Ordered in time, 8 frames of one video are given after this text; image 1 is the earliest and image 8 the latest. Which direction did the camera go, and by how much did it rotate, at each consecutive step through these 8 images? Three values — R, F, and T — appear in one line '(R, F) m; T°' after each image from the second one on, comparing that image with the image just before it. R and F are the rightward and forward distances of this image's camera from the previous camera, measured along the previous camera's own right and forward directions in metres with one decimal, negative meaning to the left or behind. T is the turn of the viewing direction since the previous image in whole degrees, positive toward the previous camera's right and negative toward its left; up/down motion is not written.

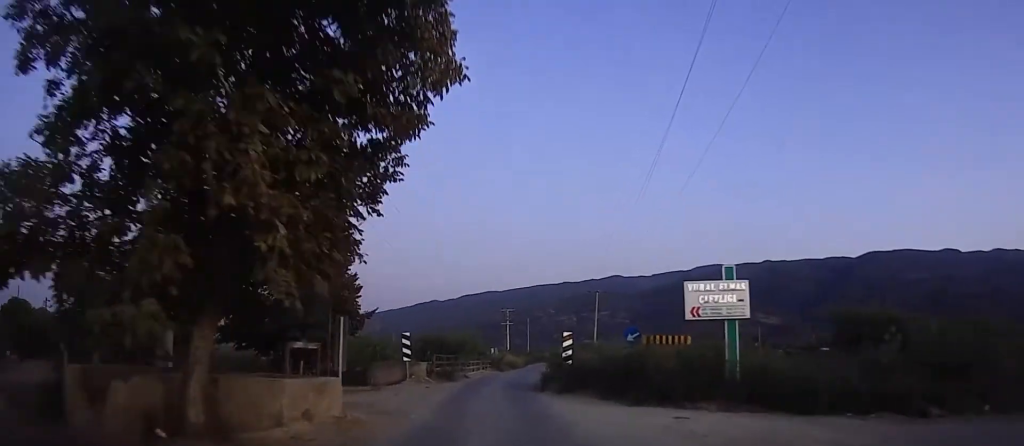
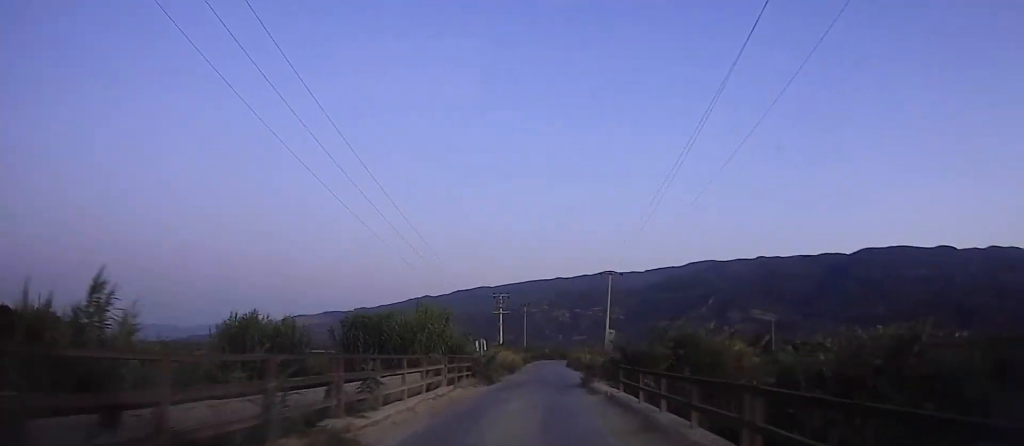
(-0.2, +19.9) m; -4°
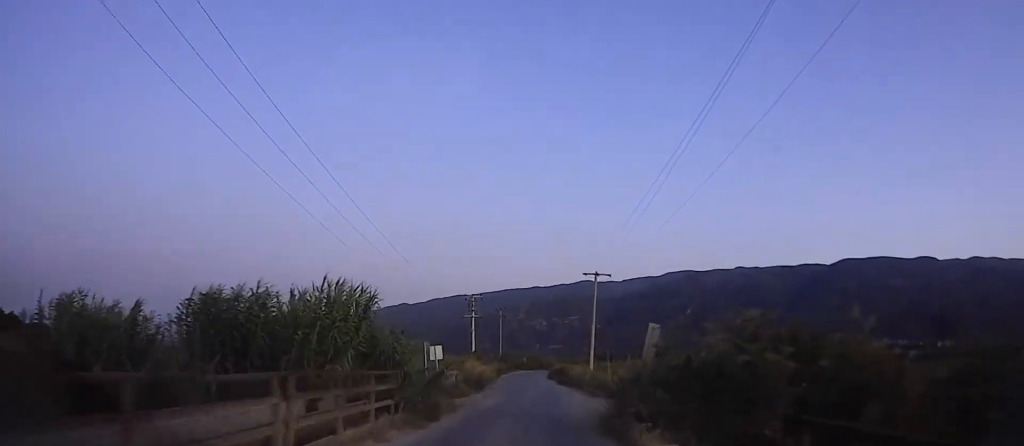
(-0.9, +9.7) m; 0°
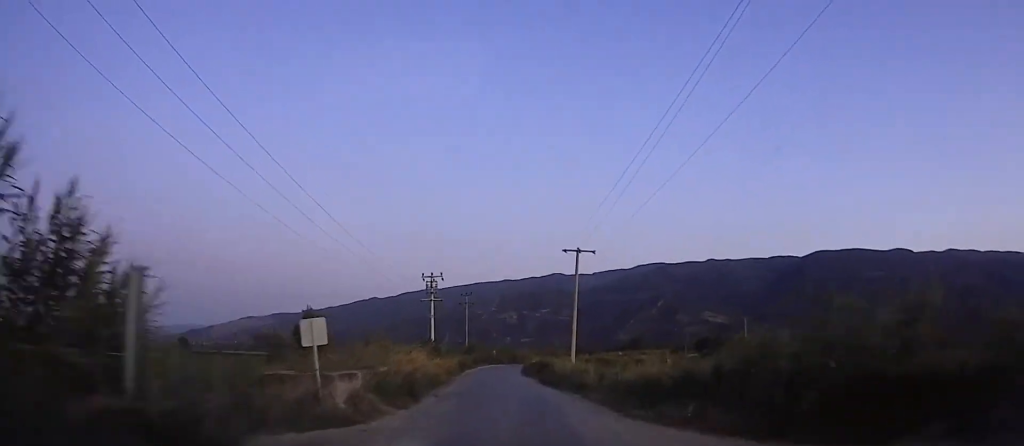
(+1.0, +11.9) m; +9°
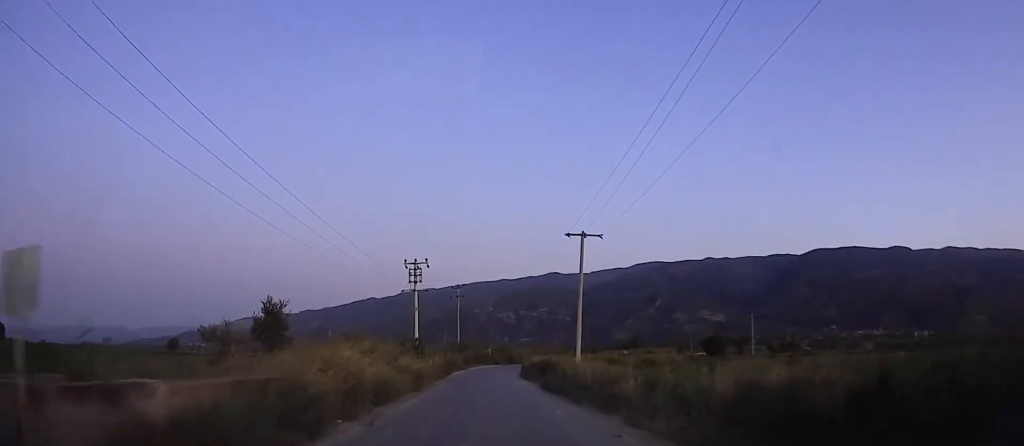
(+0.5, +7.9) m; 0°
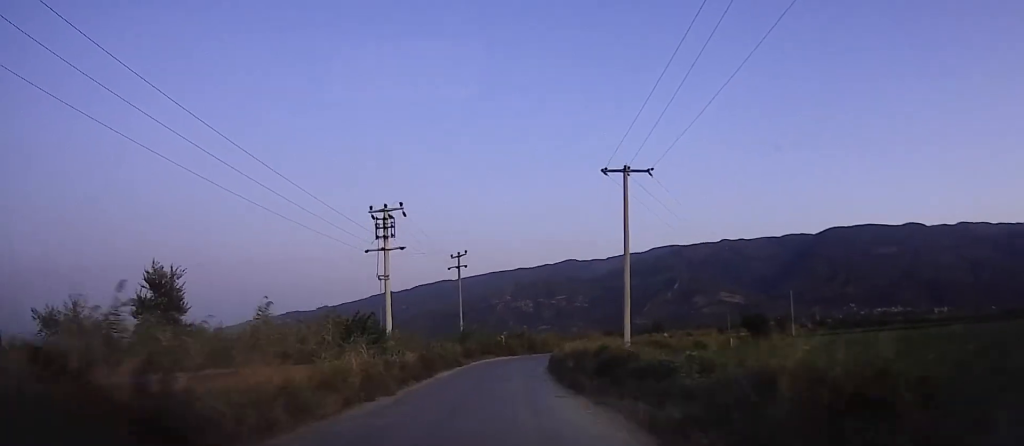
(-0.4, +17.2) m; -4°
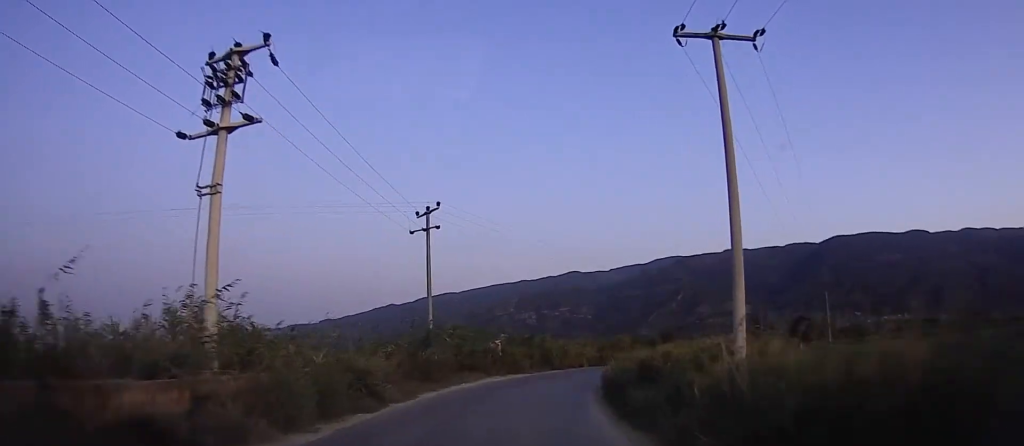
(-0.1, +21.9) m; 0°
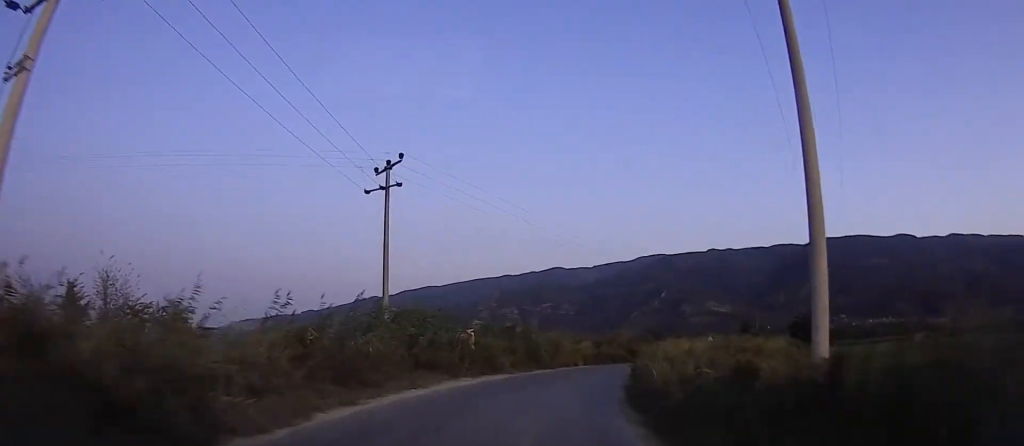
(0.0, +7.6) m; 0°
